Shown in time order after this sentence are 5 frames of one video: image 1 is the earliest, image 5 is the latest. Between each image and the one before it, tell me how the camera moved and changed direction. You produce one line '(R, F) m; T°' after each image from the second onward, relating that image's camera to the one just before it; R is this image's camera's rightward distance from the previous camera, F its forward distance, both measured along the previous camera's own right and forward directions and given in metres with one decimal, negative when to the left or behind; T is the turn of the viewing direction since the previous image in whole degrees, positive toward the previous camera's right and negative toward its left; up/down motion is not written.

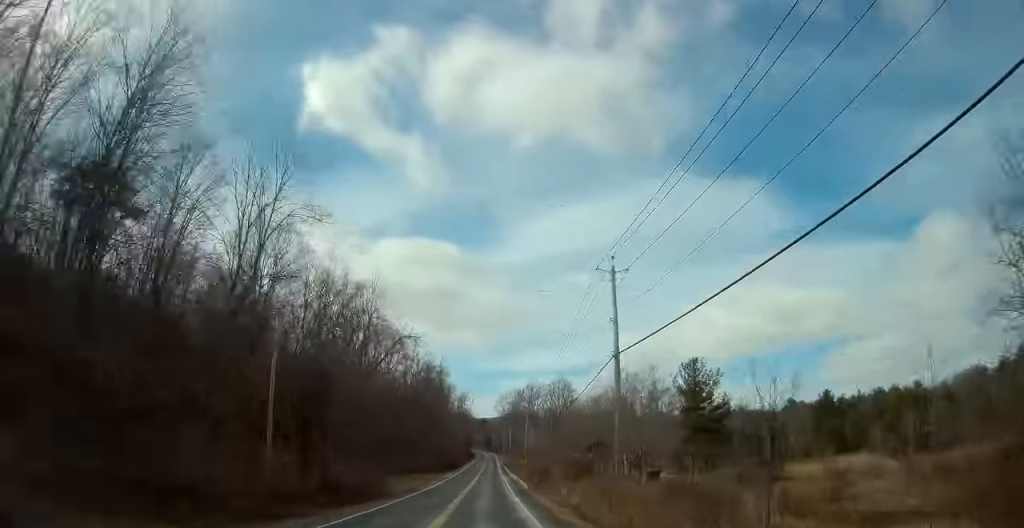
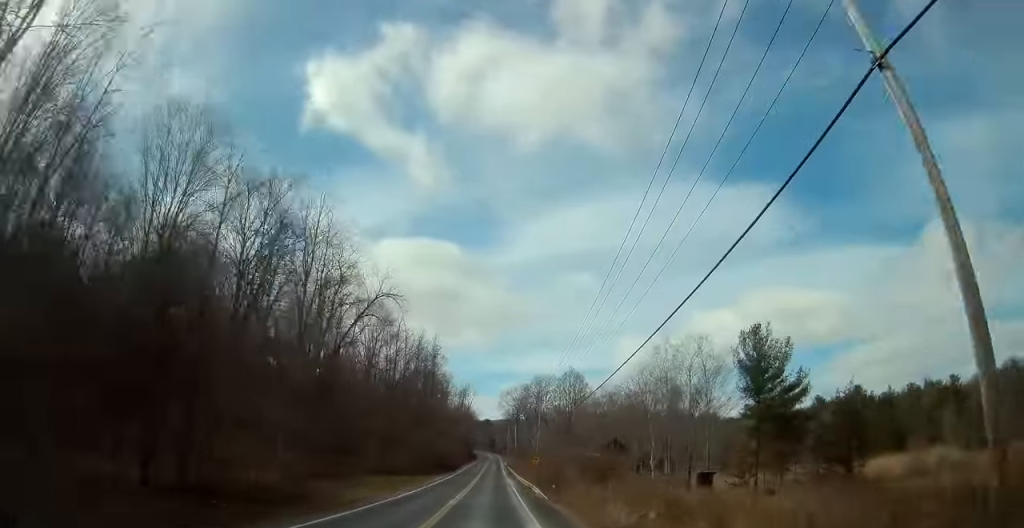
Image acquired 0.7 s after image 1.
(+0.5, +16.9) m; +2°
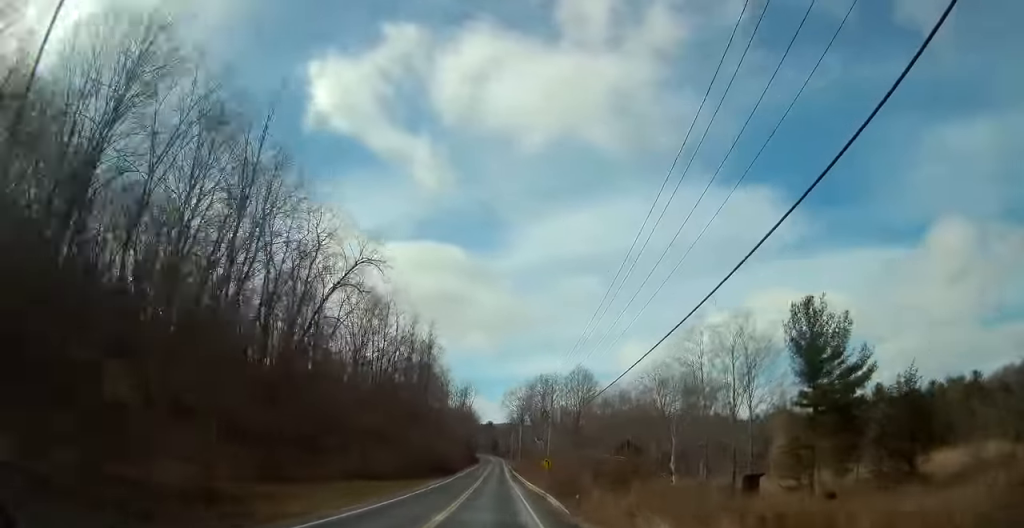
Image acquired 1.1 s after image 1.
(+0.1, +9.7) m; 0°
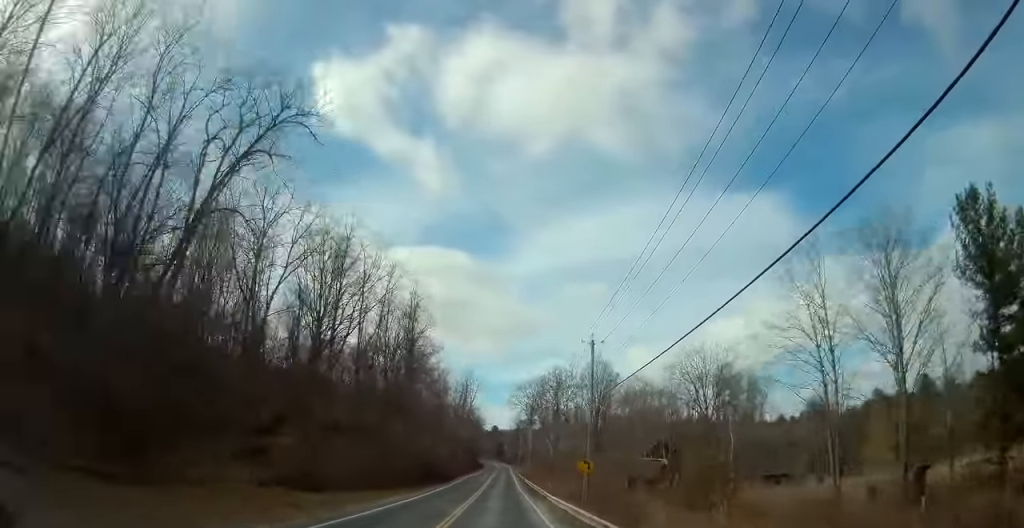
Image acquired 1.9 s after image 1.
(+0.3, +19.5) m; 0°
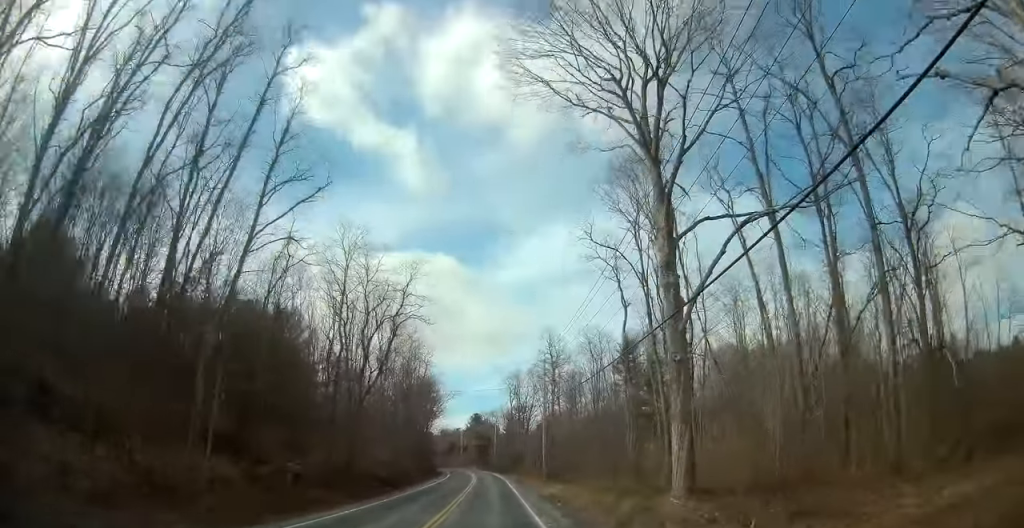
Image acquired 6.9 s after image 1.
(0.0, +121.2) m; +1°
